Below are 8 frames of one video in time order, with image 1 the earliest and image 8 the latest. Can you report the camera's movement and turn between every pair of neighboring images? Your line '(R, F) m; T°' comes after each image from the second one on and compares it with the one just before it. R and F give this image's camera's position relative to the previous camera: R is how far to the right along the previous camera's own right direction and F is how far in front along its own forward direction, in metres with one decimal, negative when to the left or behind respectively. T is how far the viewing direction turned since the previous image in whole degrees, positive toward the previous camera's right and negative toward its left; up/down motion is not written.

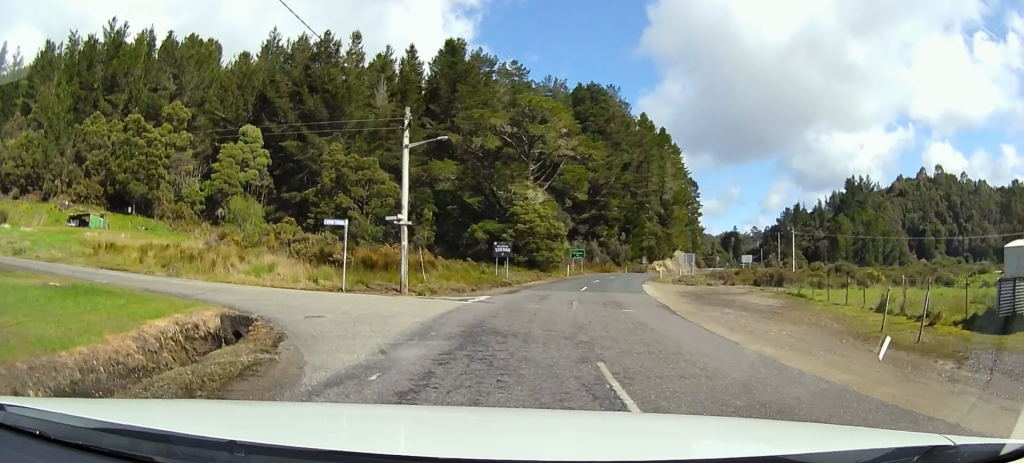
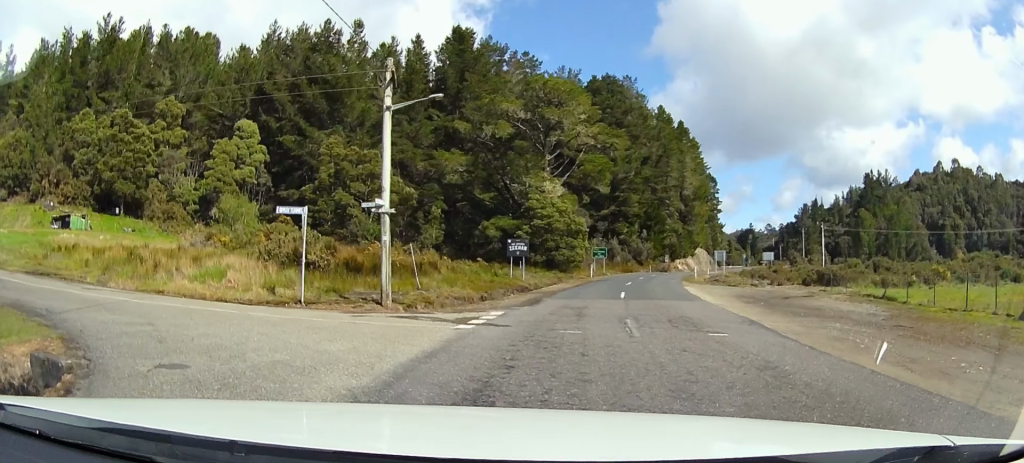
(-0.6, +6.6) m; -13°
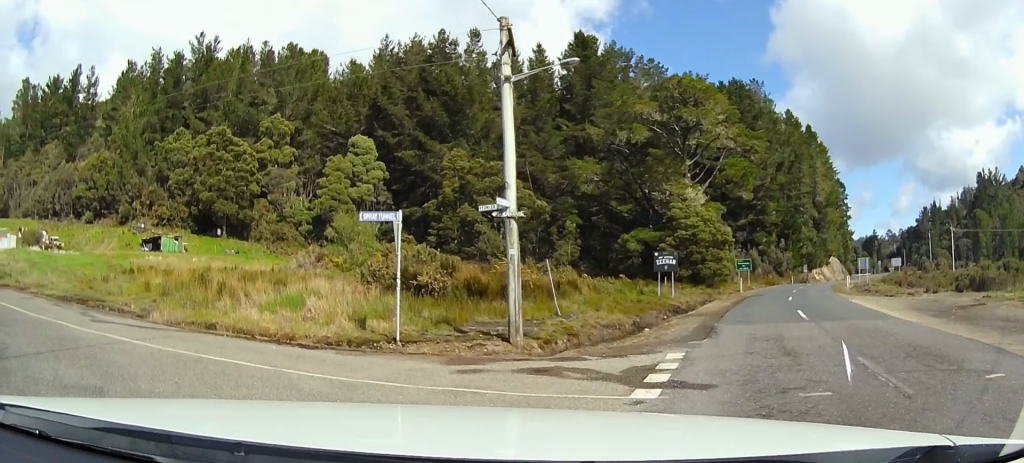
(-0.5, +5.7) m; -18°
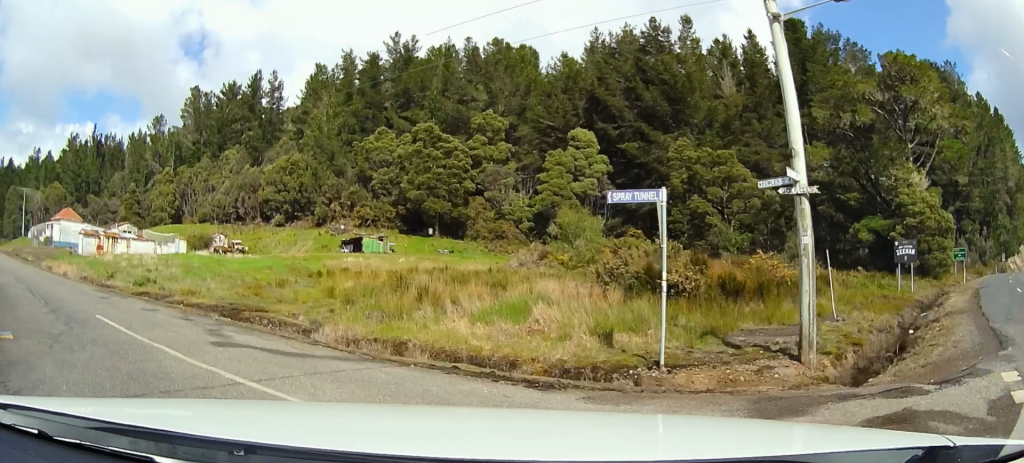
(-1.1, +4.5) m; -27°
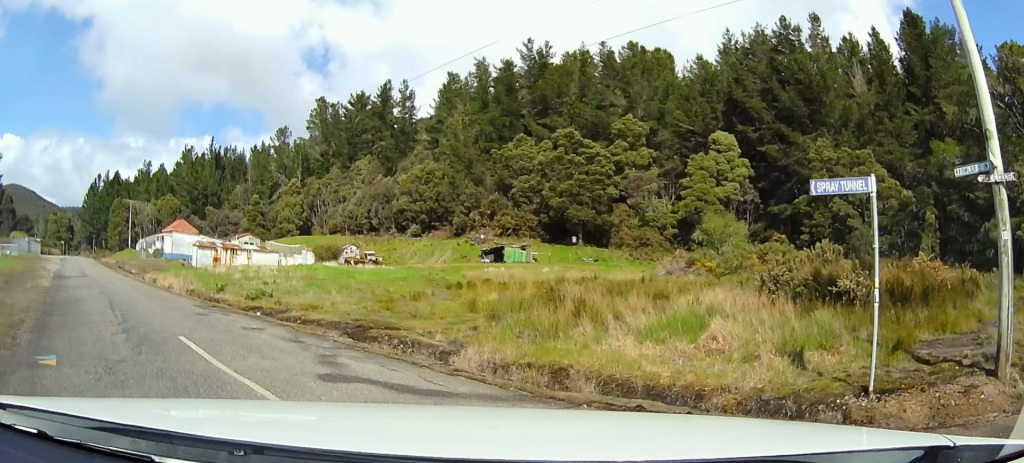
(-0.5, +2.2) m; -13°
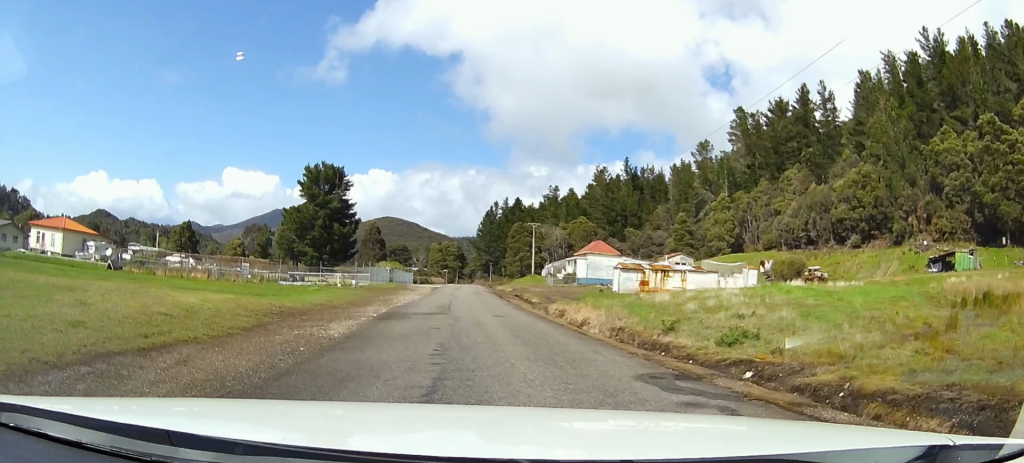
(-3.0, +9.6) m; -14°
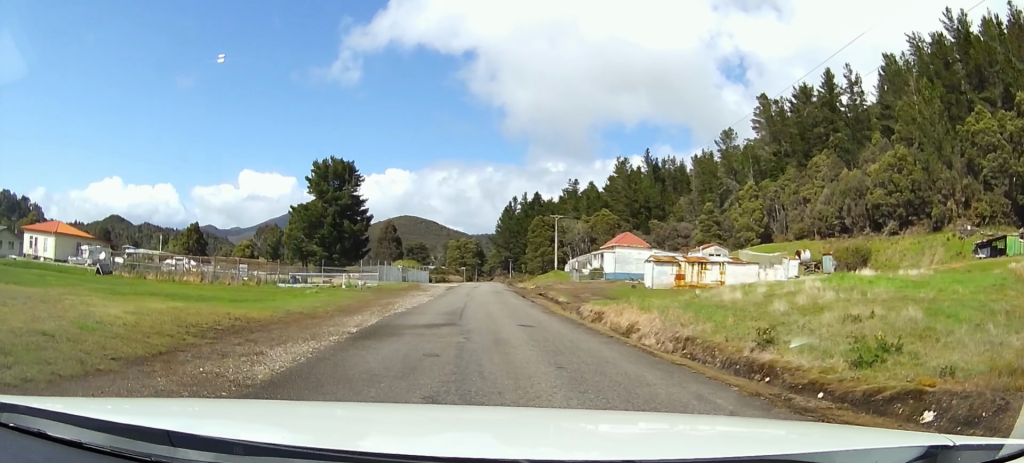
(+0.1, +4.2) m; +6°
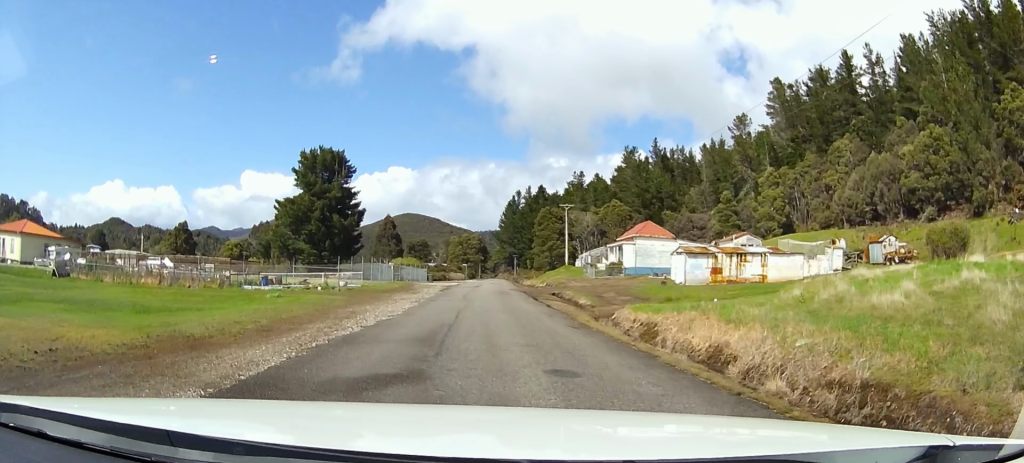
(+0.4, +5.7) m; -7°
